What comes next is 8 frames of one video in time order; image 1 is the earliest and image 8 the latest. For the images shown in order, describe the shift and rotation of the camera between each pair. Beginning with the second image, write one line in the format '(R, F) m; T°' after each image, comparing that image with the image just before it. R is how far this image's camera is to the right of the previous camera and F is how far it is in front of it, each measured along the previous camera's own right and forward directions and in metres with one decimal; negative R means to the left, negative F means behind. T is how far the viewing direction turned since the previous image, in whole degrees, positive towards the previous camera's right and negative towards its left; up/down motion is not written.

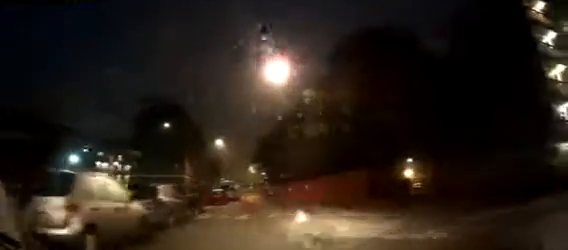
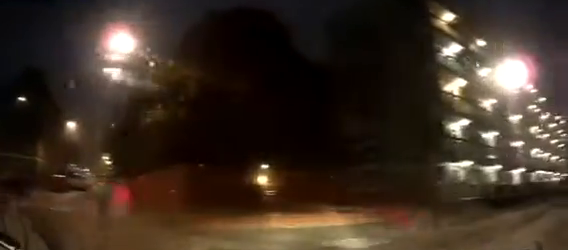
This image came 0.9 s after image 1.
(0.0, +3.6) m; +13°
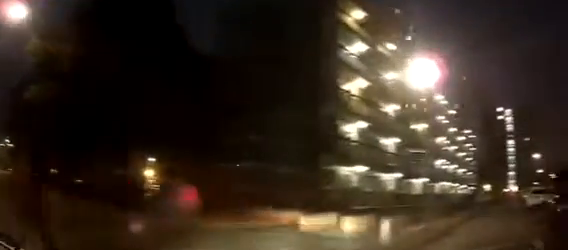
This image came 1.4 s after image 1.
(+0.3, +1.8) m; +12°
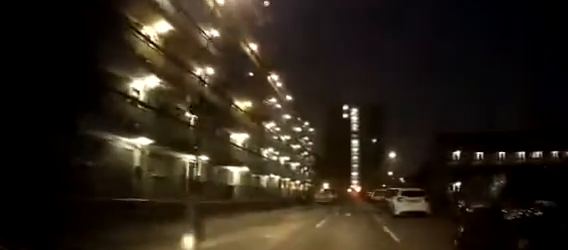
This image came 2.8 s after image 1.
(+1.8, +5.7) m; +31°
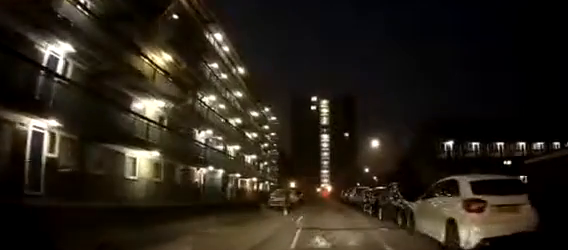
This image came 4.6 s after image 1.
(+1.6, +9.2) m; +14°
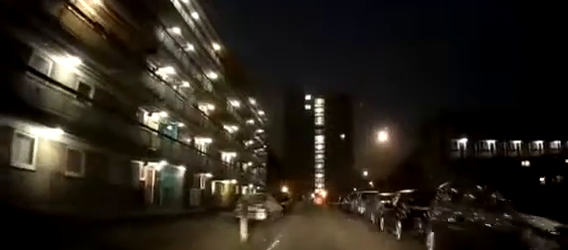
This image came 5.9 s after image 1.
(+0.4, +7.1) m; +6°
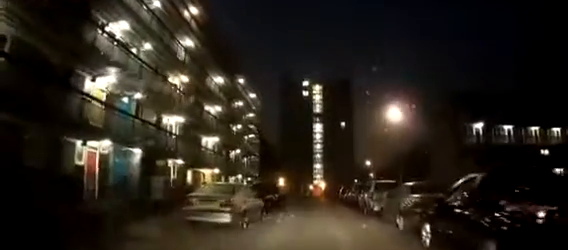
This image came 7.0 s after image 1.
(+0.1, +6.0) m; +4°
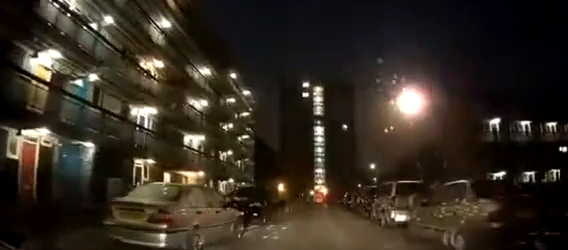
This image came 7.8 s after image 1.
(+0.2, +4.4) m; +6°
